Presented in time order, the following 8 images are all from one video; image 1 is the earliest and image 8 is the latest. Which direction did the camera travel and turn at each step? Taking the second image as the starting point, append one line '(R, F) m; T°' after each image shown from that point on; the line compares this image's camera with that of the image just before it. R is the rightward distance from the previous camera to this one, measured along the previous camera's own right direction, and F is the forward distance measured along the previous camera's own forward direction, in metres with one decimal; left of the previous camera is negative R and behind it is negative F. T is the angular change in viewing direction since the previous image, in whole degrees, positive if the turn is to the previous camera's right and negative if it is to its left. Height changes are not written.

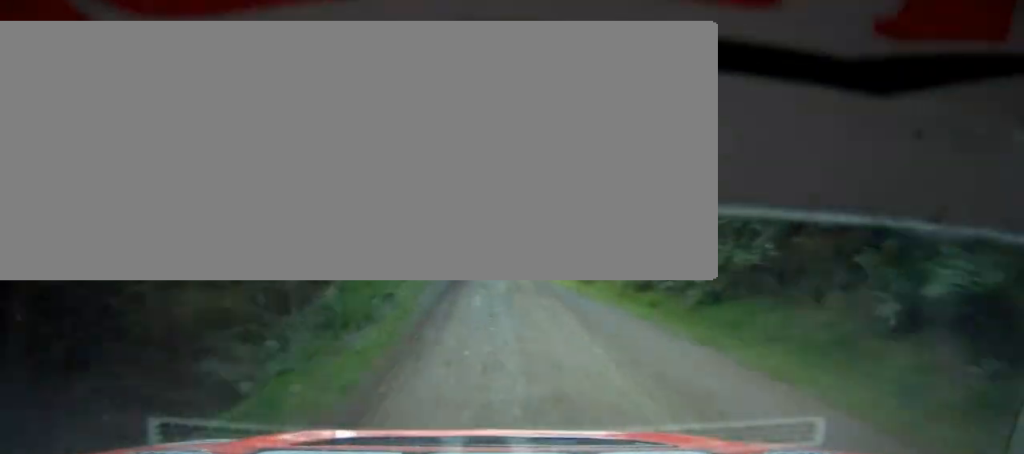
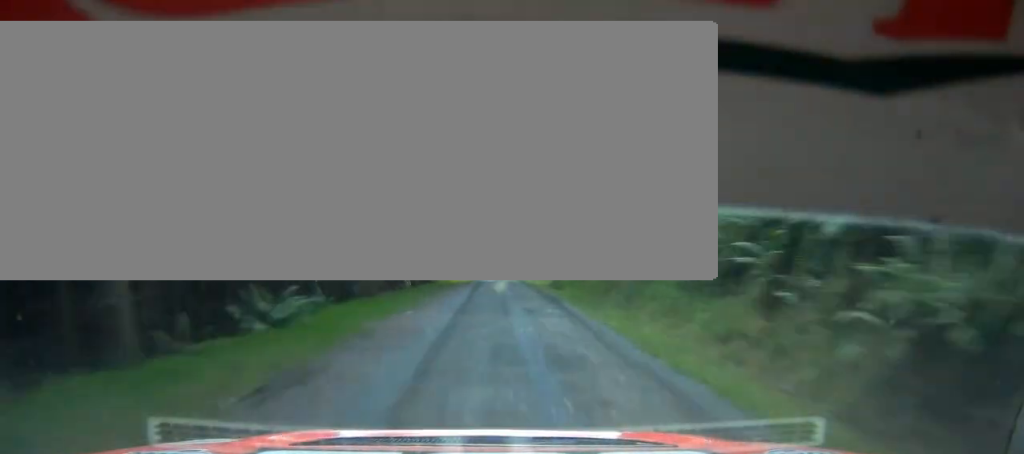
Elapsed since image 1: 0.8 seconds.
(-0.1, +29.0) m; 0°
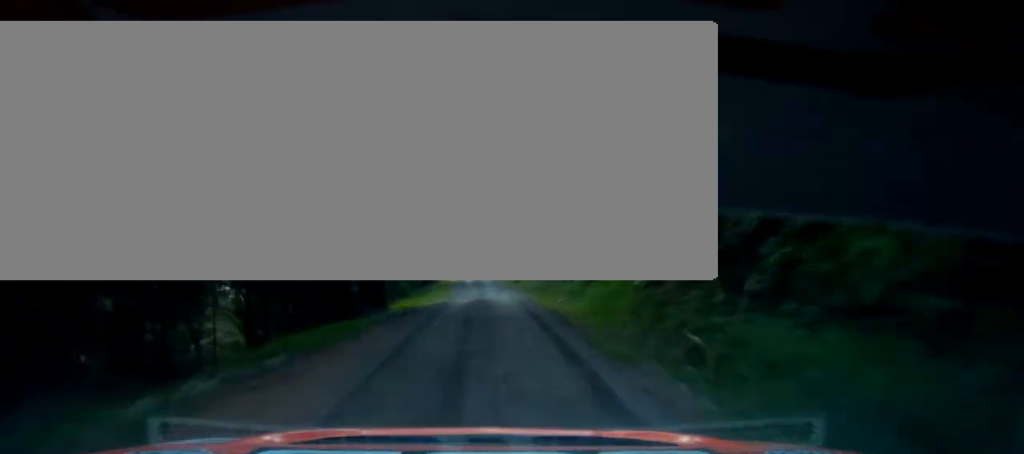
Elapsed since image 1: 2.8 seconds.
(-2.1, +78.2) m; -3°
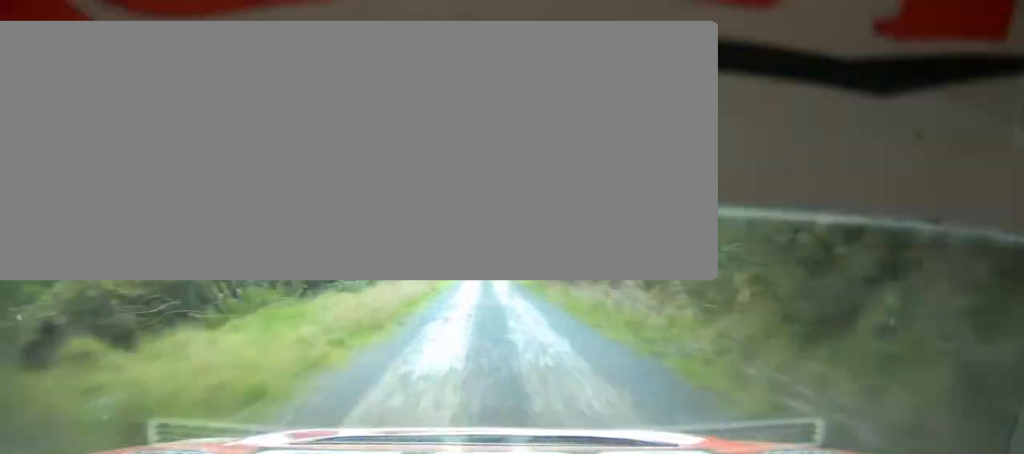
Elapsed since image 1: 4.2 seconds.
(-1.6, +50.7) m; -4°
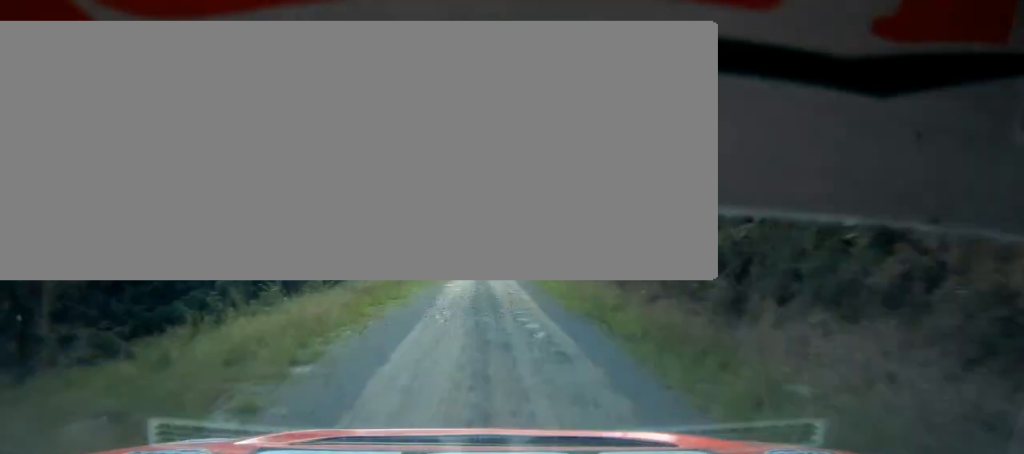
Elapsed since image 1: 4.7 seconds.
(-0.6, +17.4) m; -2°
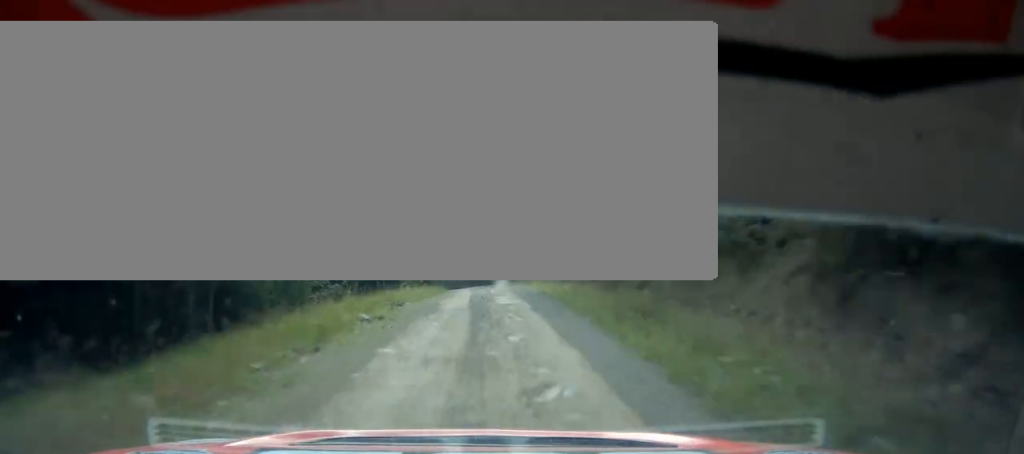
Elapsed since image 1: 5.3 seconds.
(-0.1, +19.6) m; 0°
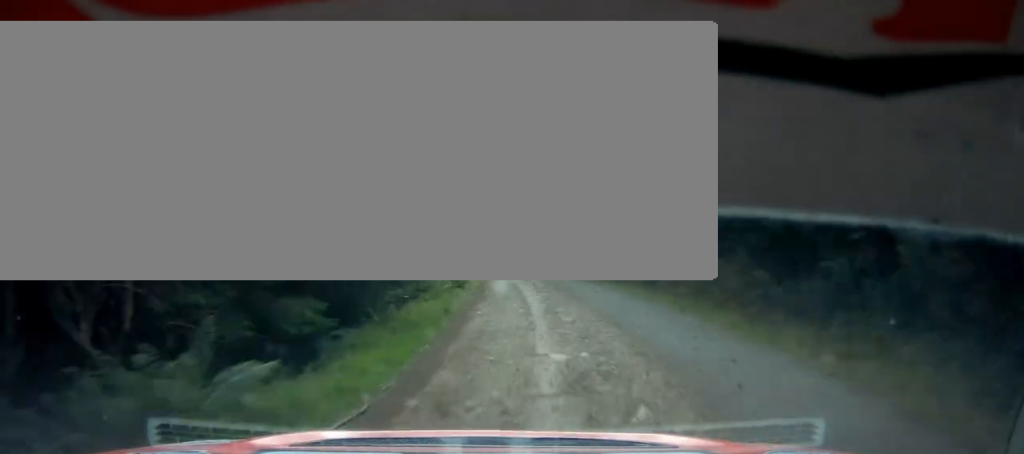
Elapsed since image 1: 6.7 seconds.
(0.0, +49.5) m; 0°
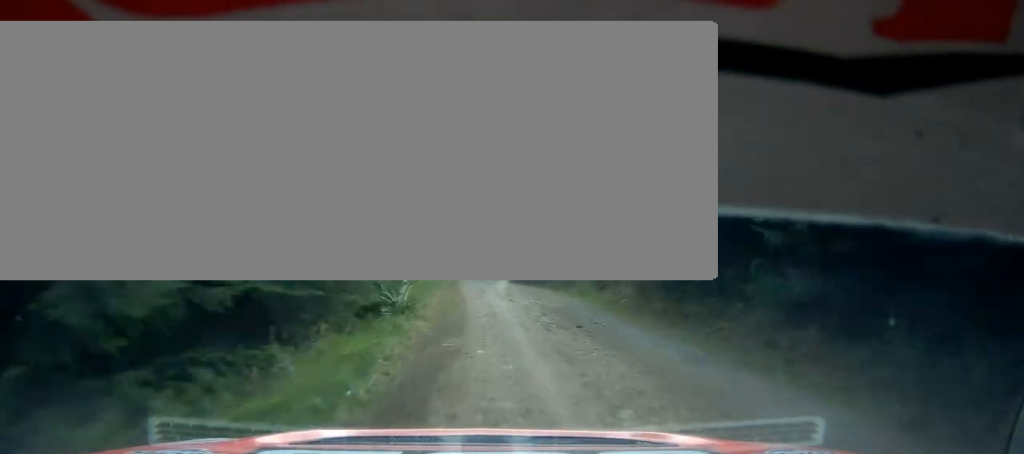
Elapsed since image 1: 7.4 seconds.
(0.0, +23.6) m; 0°
